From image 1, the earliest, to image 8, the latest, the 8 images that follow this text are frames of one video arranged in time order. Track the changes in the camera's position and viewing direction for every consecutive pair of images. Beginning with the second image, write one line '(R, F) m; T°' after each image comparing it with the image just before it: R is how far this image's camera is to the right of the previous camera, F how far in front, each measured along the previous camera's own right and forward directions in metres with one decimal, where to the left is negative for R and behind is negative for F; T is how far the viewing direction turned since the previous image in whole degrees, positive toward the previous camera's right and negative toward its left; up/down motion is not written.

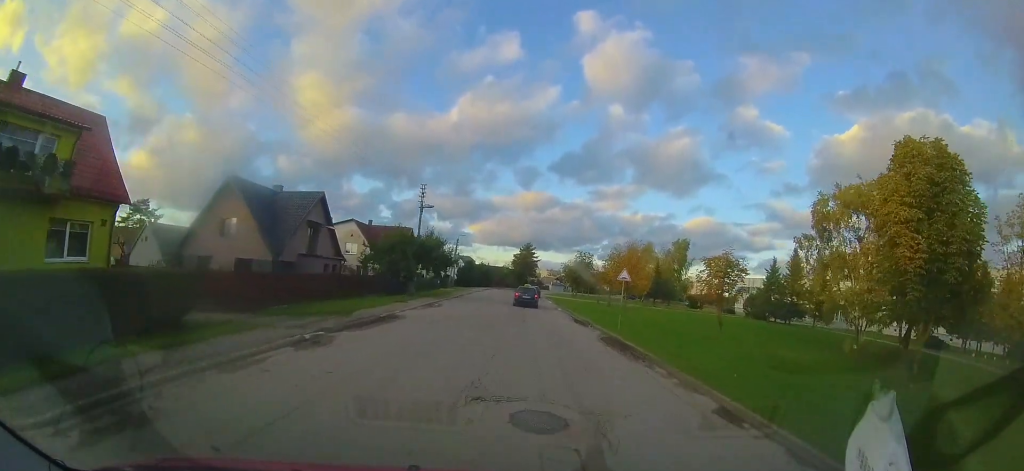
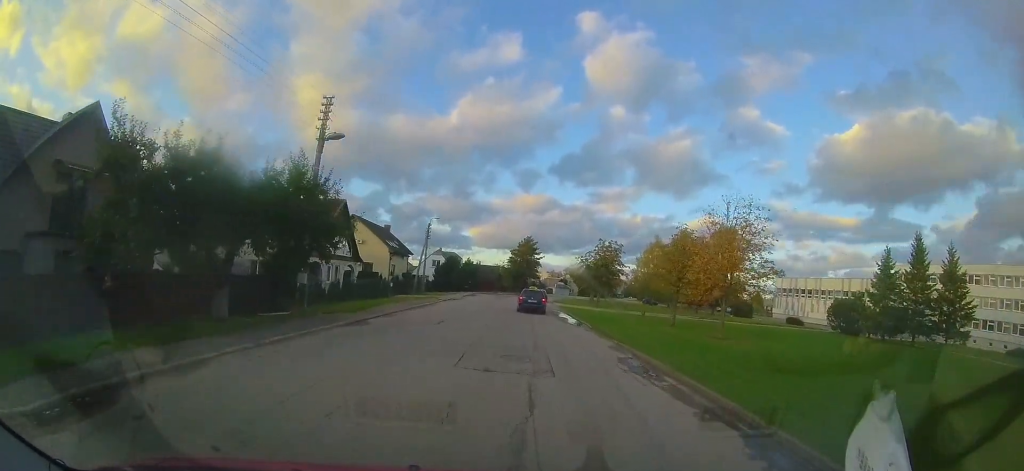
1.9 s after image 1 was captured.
(-0.1, +15.6) m; -1°
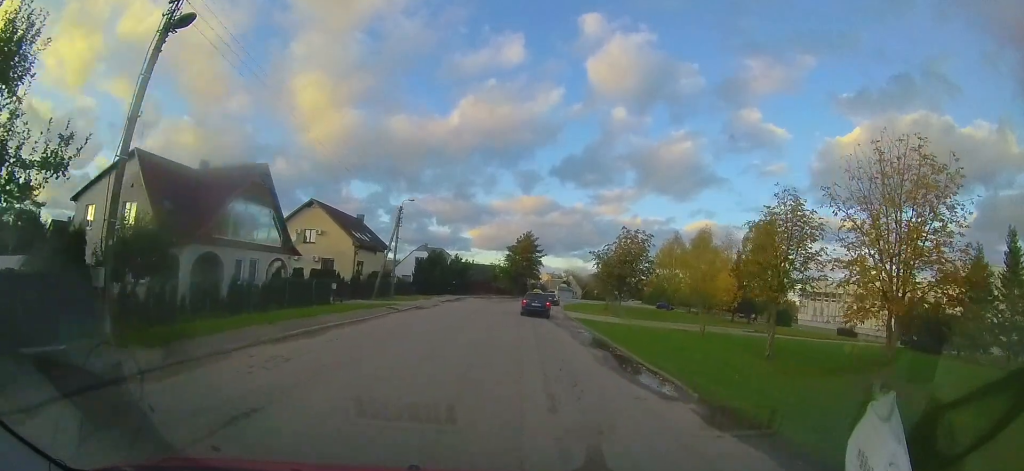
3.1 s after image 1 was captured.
(+0.1, +9.0) m; +2°
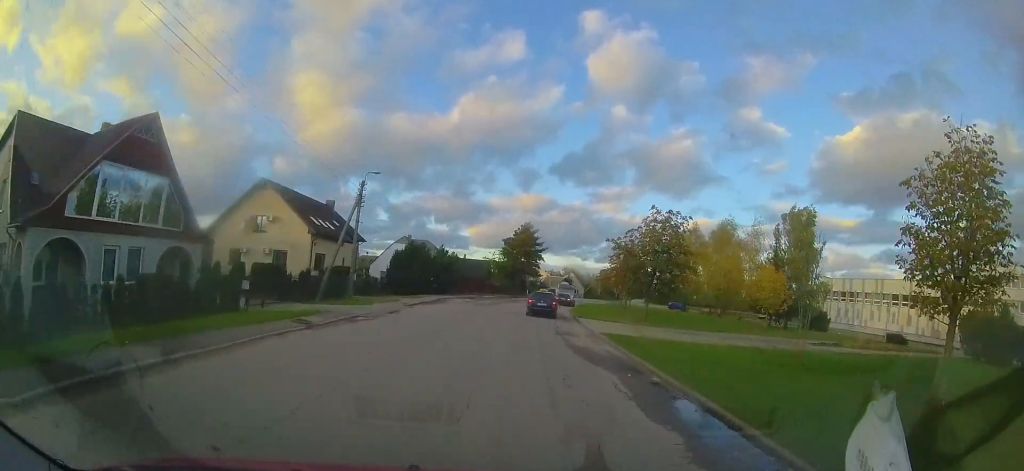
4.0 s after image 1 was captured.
(+0.2, +7.0) m; +1°
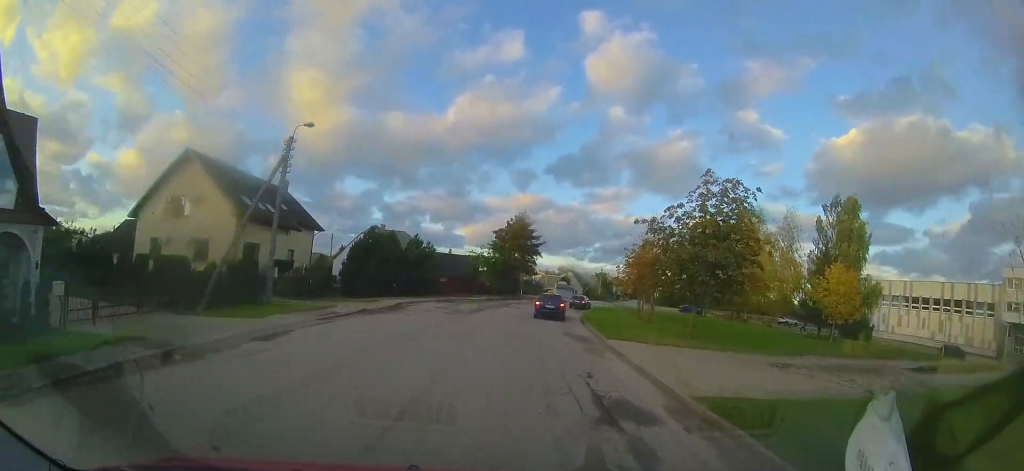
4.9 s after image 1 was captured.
(0.0, +7.2) m; +3°
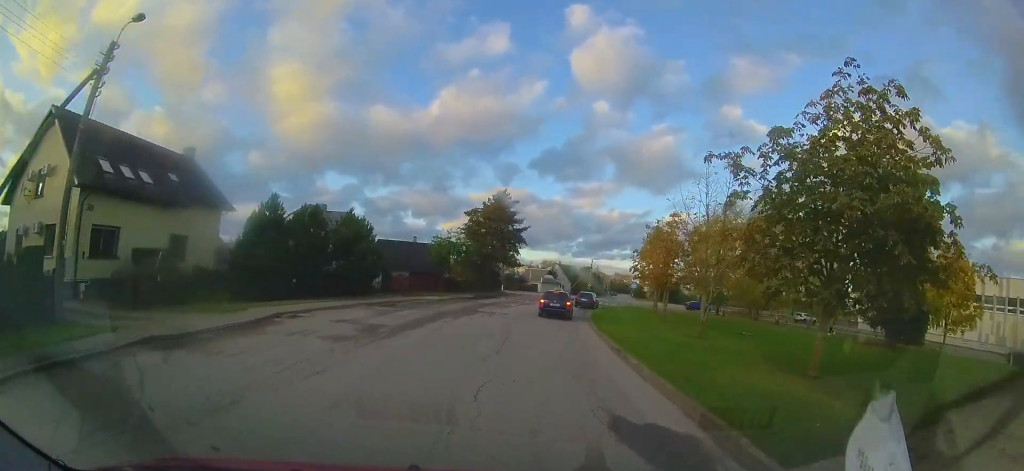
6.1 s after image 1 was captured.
(+0.5, +8.1) m; +7°
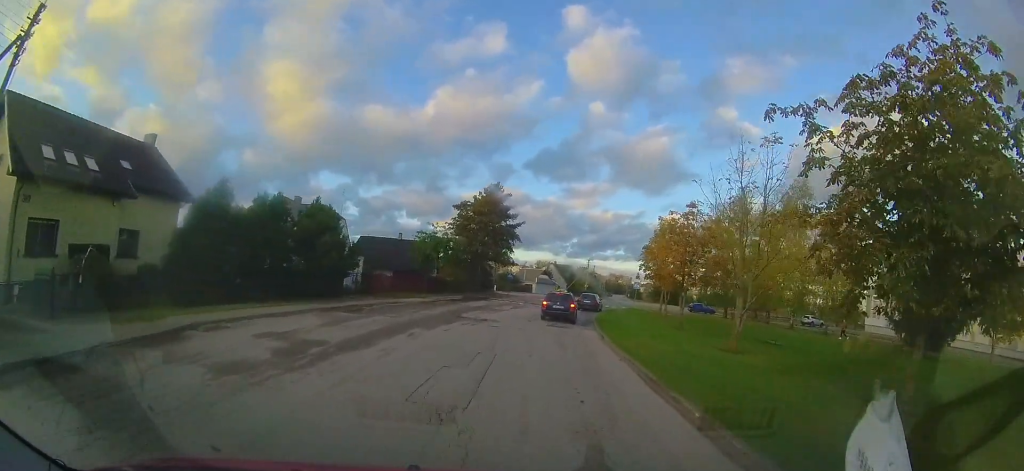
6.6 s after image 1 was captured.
(0.0, +2.7) m; +3°
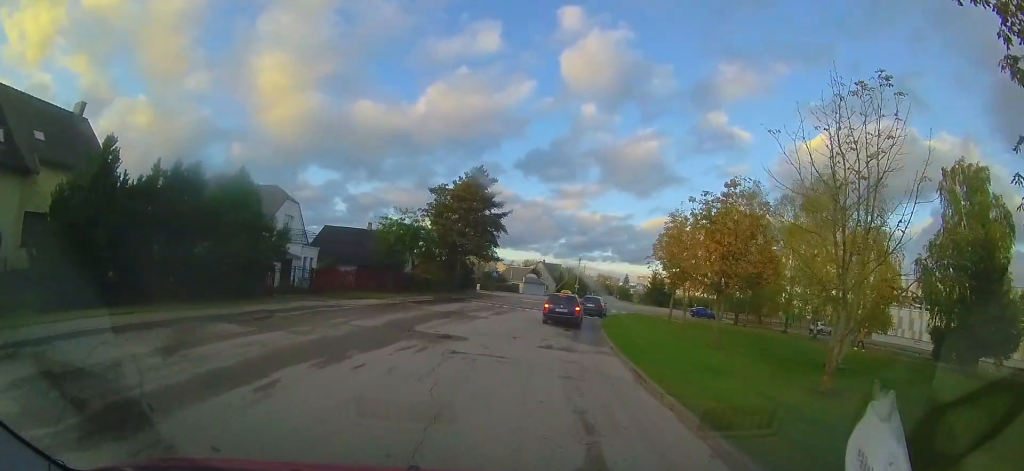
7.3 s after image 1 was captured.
(+0.3, +4.5) m; +2°
